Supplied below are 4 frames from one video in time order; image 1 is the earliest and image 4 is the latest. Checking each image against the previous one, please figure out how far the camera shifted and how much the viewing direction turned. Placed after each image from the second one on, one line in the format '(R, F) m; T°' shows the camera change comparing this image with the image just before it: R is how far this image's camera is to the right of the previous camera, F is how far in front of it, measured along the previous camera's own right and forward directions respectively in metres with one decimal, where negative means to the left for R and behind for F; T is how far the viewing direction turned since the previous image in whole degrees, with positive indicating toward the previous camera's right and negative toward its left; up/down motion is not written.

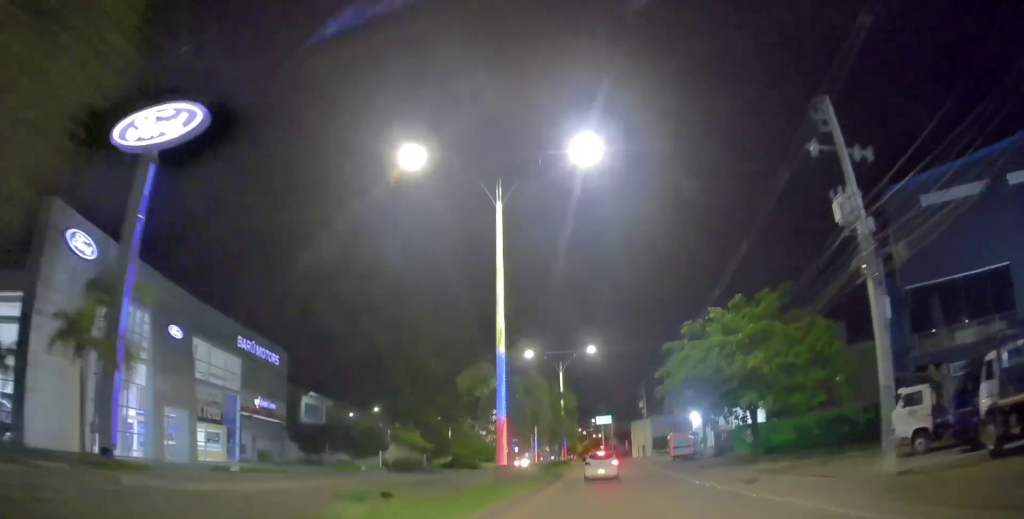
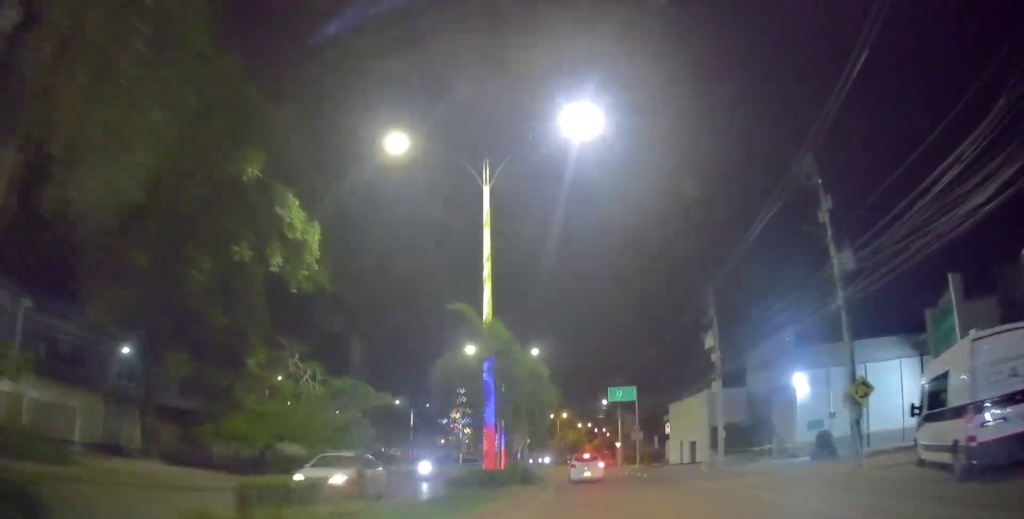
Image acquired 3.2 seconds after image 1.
(+1.1, +41.1) m; 0°
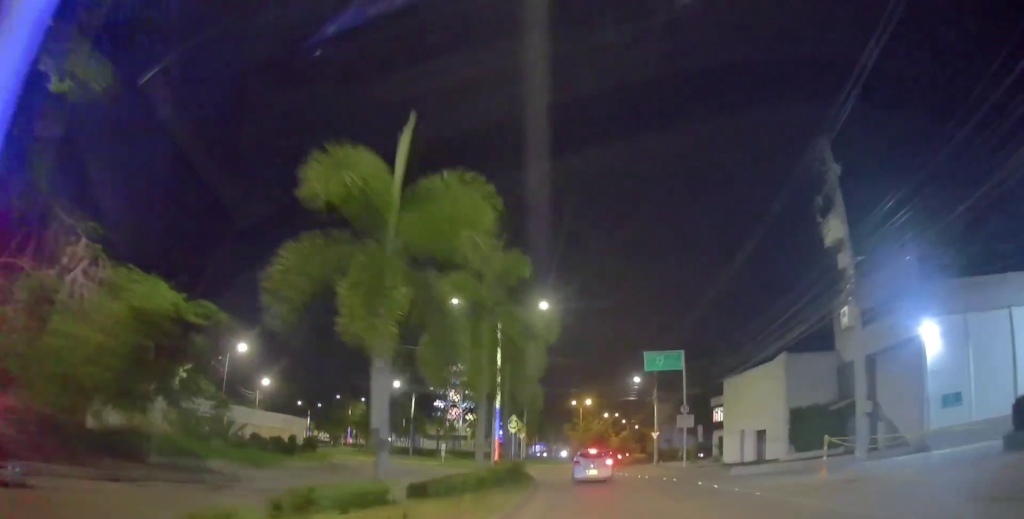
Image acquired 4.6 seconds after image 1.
(0.0, +15.6) m; 0°
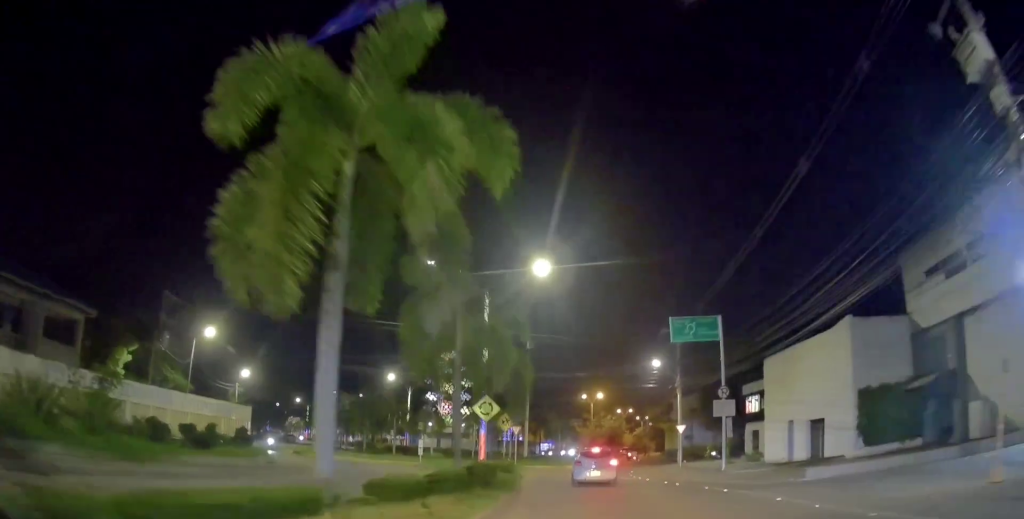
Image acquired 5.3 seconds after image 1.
(0.0, +8.7) m; 0°
